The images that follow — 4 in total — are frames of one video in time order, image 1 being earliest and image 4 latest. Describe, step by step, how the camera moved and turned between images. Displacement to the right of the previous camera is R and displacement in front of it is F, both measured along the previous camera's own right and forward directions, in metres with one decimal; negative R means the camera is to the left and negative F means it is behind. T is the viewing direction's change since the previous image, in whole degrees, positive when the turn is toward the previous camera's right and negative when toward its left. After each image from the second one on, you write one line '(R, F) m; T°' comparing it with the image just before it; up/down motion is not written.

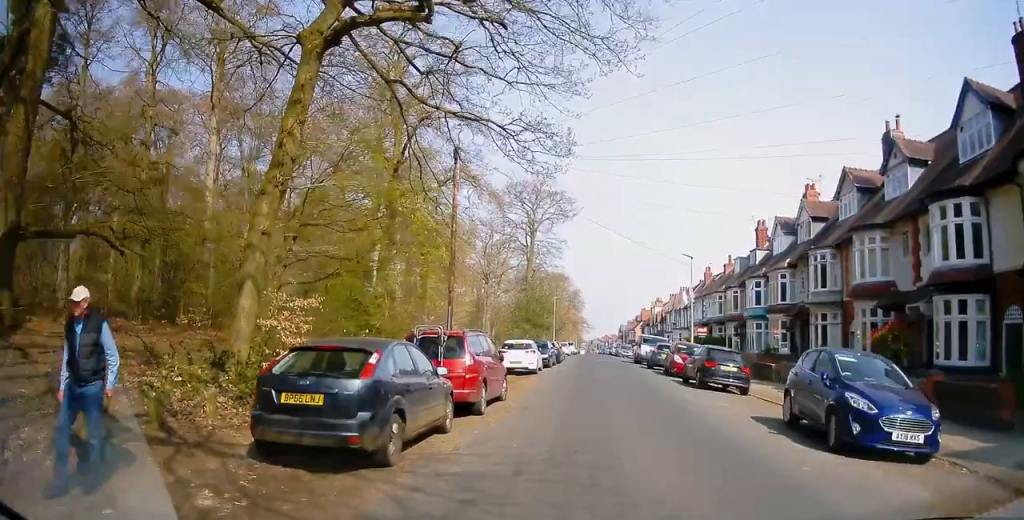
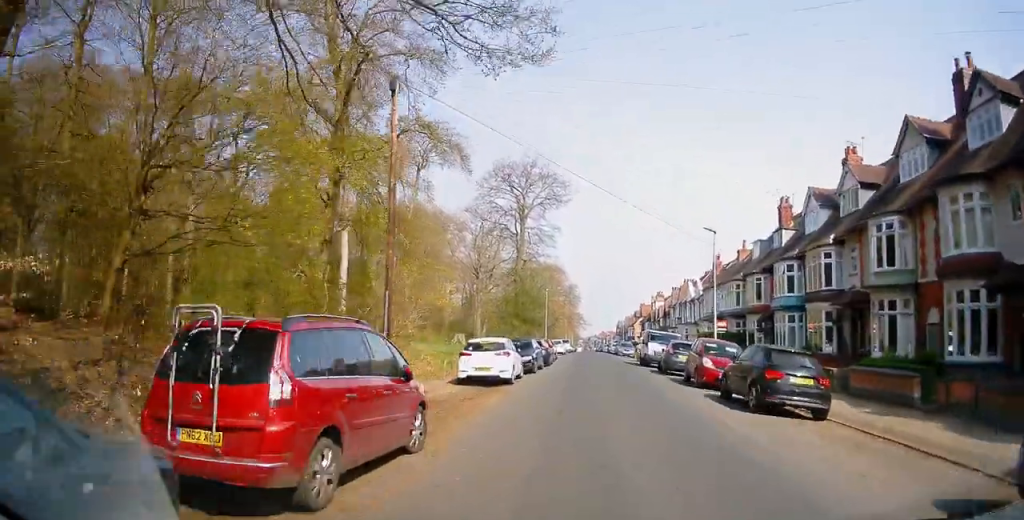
(0.0, +5.8) m; +2°
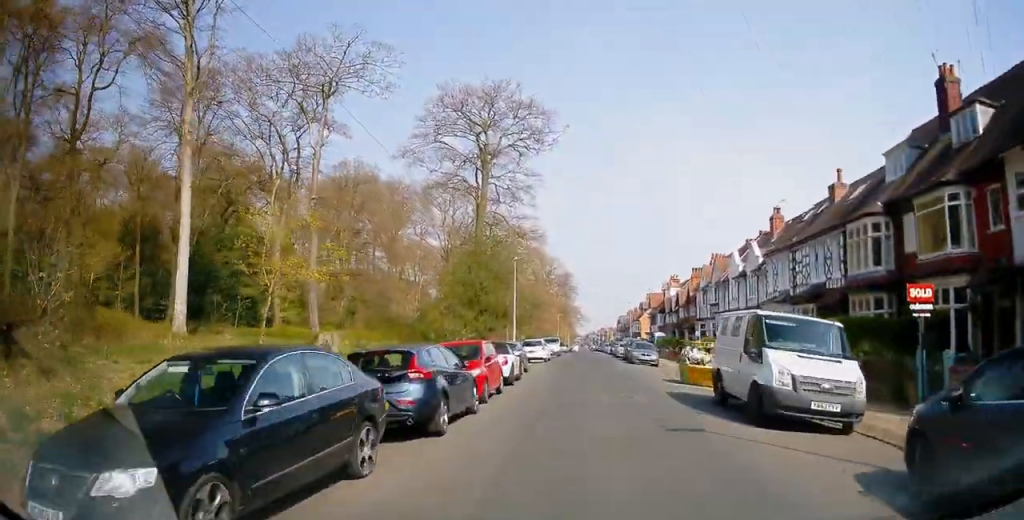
(-0.8, +18.1) m; -5°
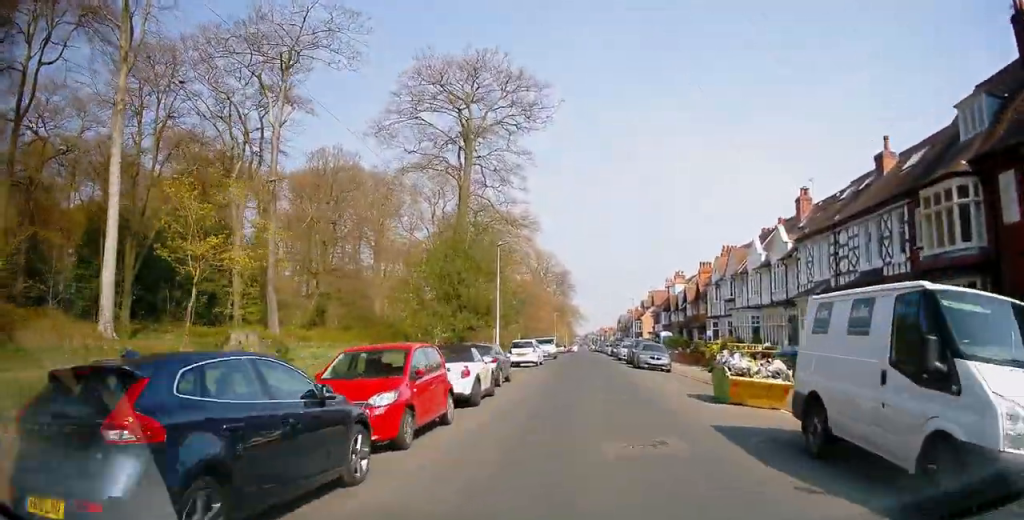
(+0.1, +5.4) m; 0°
